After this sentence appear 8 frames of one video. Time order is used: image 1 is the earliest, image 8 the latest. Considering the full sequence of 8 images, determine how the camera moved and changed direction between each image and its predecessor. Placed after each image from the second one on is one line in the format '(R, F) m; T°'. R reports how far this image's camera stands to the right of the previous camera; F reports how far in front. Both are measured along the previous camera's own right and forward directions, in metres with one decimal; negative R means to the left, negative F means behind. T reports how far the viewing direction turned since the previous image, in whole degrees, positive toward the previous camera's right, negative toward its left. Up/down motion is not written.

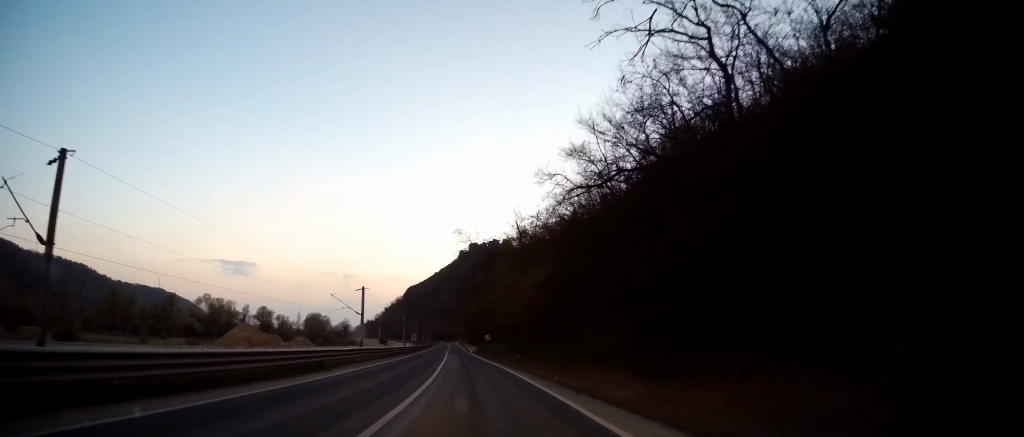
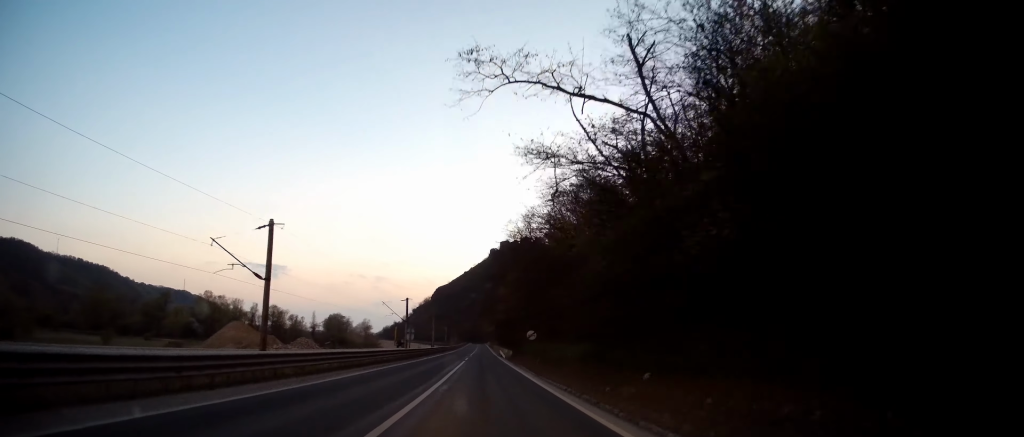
(-1.7, +29.0) m; -4°
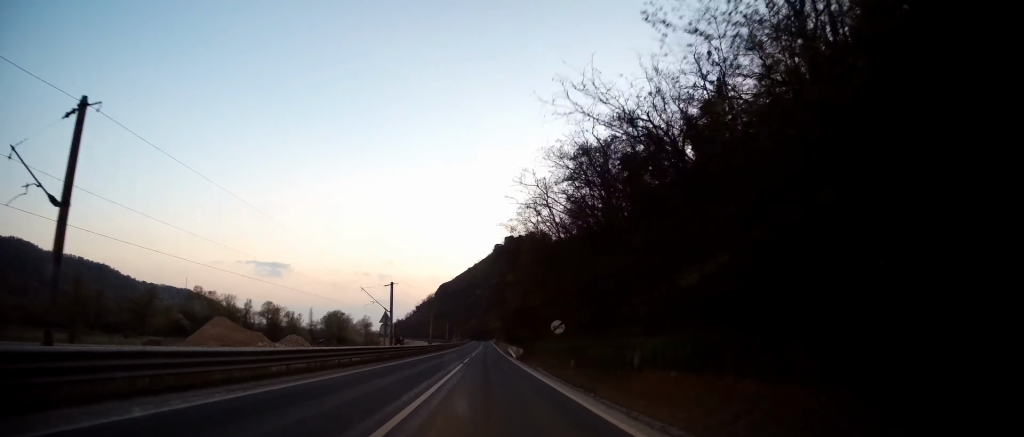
(+0.1, +13.3) m; -1°
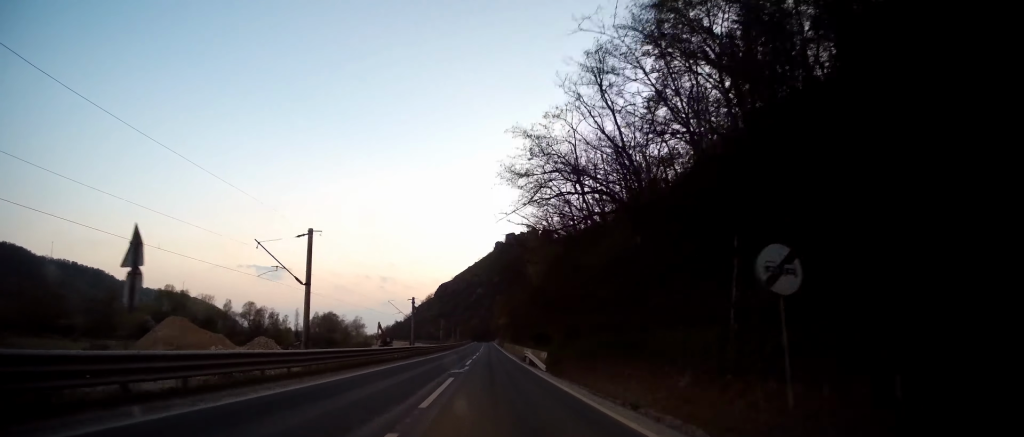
(-0.6, +24.2) m; -1°
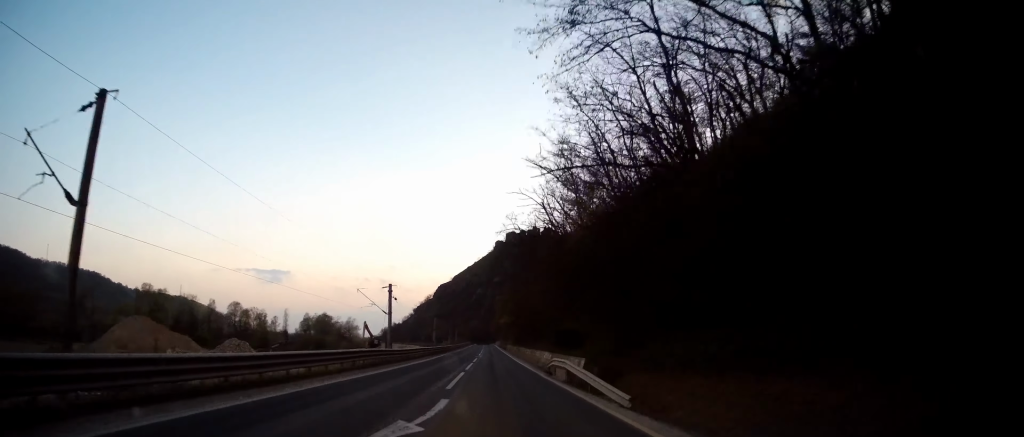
(-0.3, +16.3) m; 0°
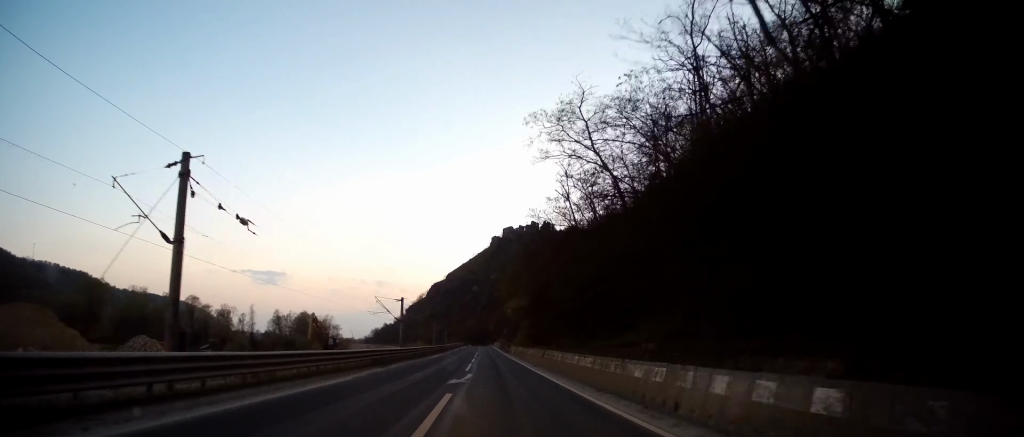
(+0.6, +34.8) m; +1°
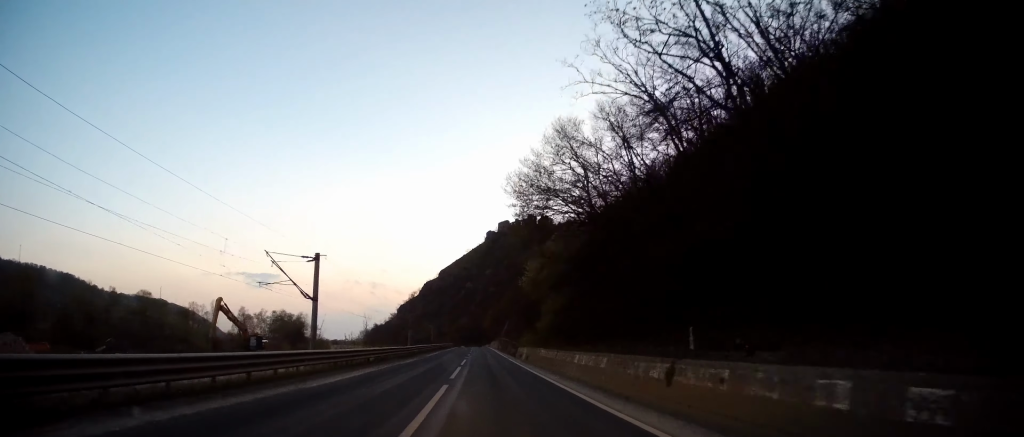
(0.0, +31.4) m; 0°
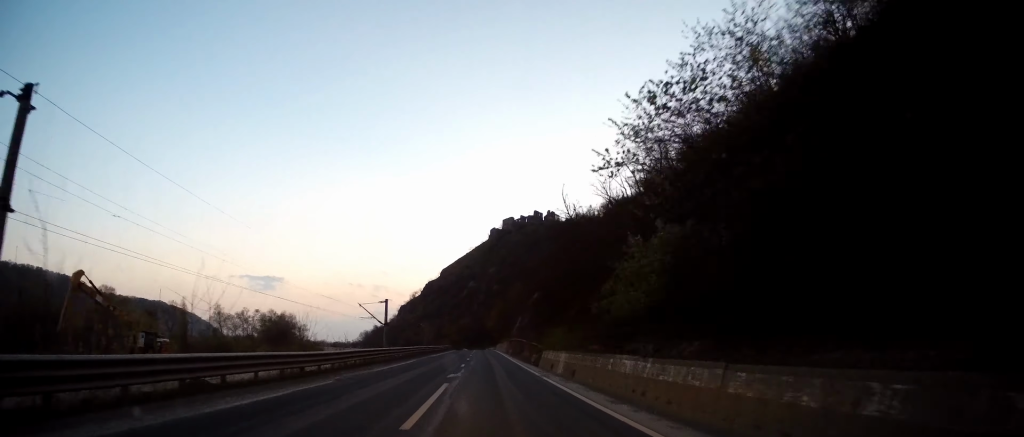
(0.0, +23.2) m; -1°
